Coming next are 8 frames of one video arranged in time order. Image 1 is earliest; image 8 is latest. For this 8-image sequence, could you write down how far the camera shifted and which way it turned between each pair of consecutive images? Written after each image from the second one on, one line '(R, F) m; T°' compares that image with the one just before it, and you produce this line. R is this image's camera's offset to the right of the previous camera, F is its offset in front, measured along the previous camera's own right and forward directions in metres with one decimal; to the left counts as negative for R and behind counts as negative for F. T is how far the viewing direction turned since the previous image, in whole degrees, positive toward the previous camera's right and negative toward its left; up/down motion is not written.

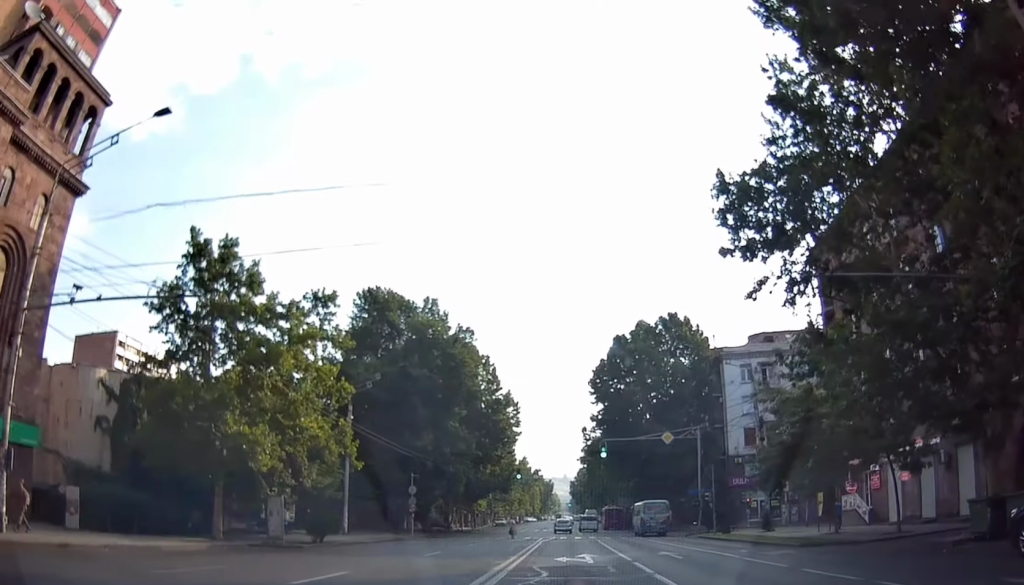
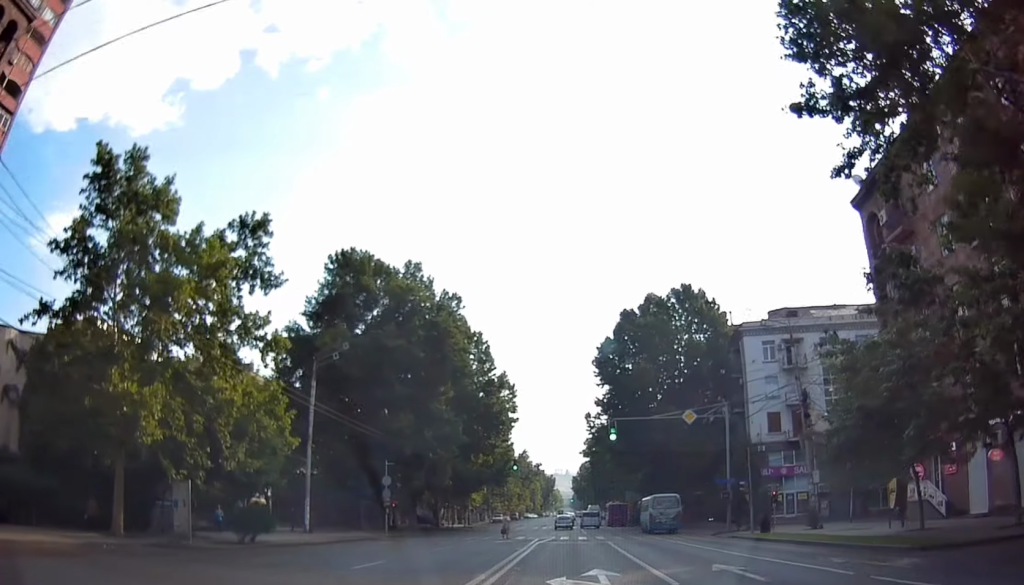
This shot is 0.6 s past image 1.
(+0.1, +8.7) m; -1°
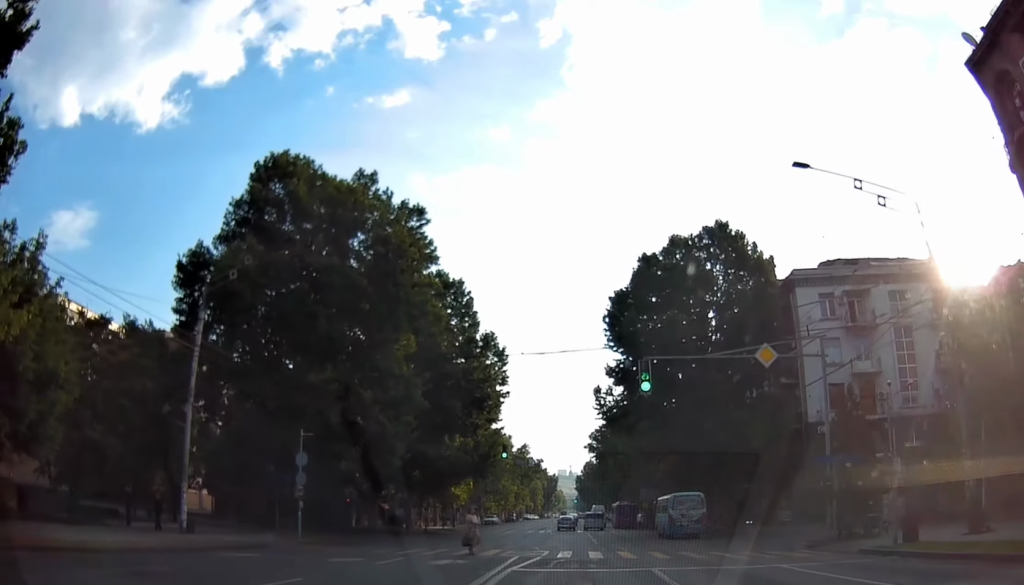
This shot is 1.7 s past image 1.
(-0.3, +16.1) m; 0°
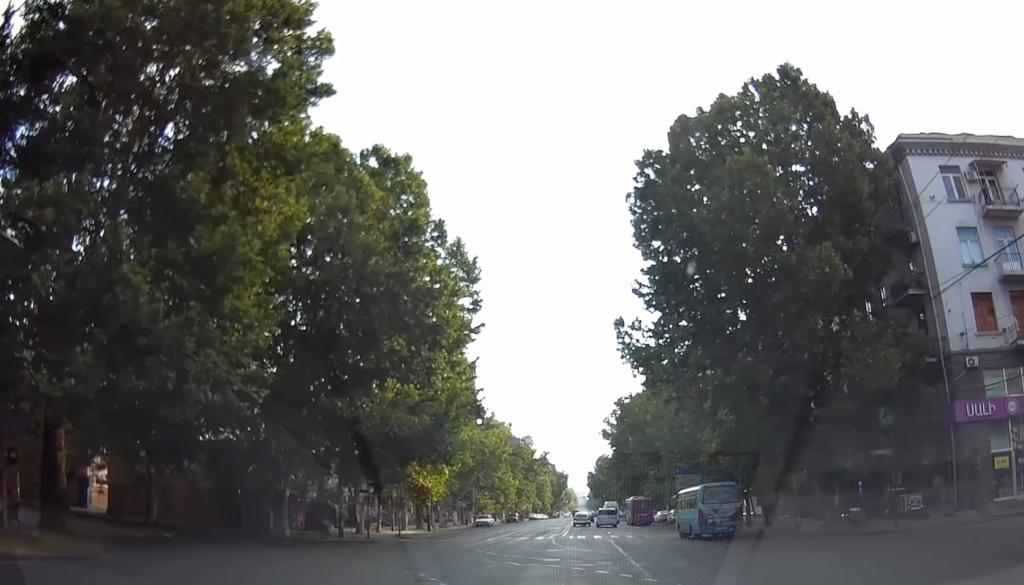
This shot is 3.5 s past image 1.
(-0.3, +20.6) m; -4°
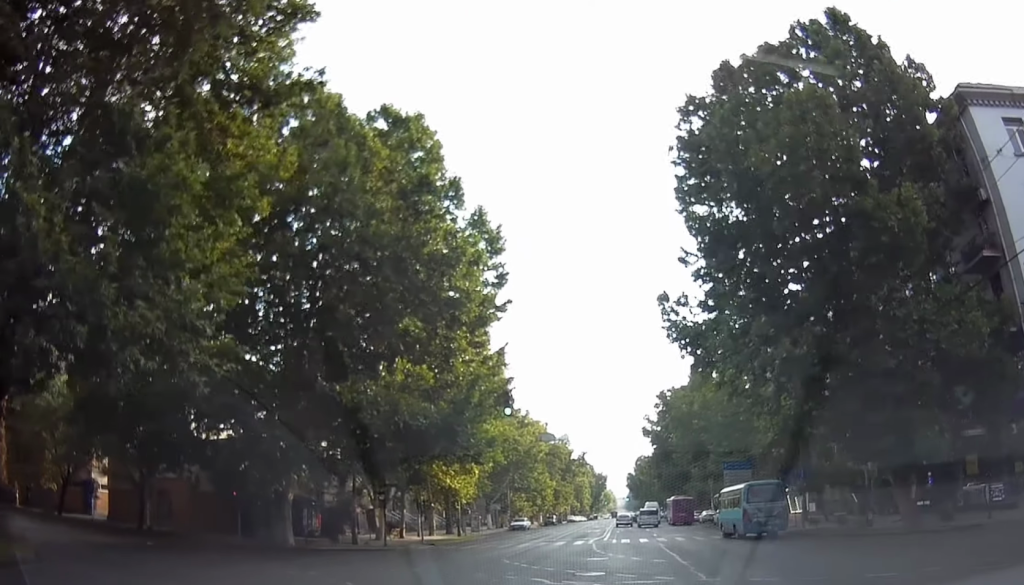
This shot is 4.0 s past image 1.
(-0.1, +4.8) m; -4°
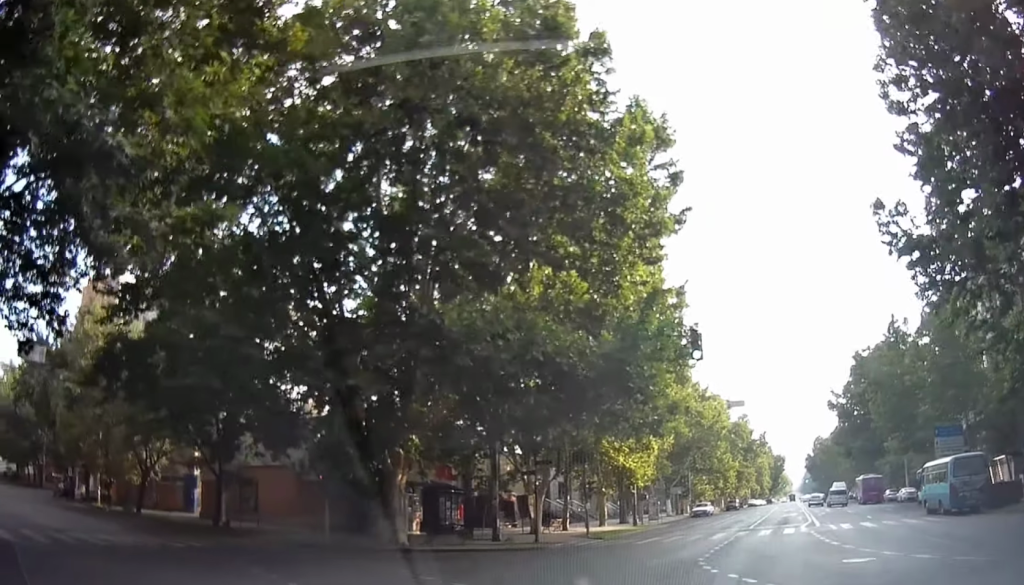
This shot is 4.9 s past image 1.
(-0.3, +8.7) m; -13°
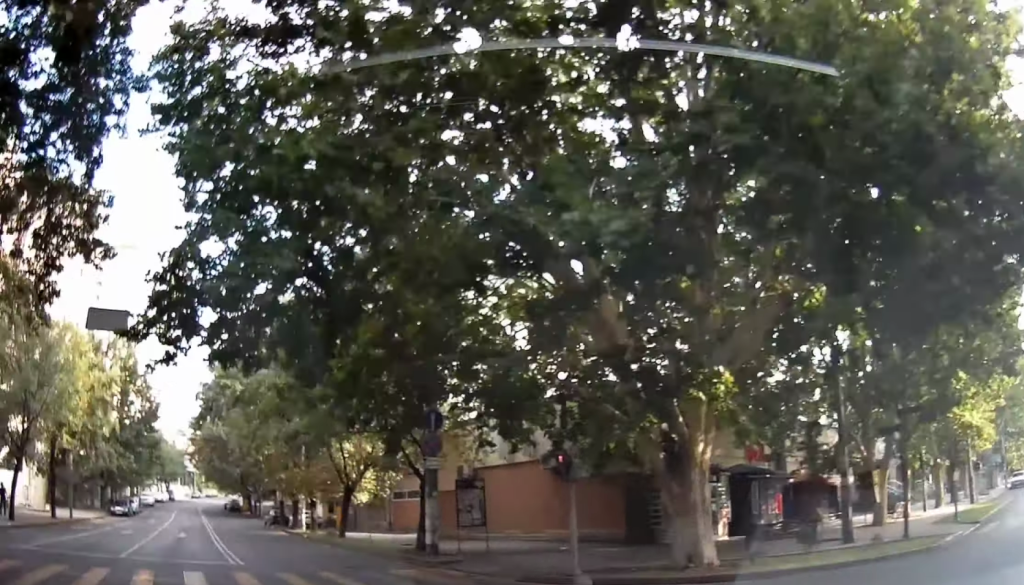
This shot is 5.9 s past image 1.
(-2.0, +9.6) m; -17°
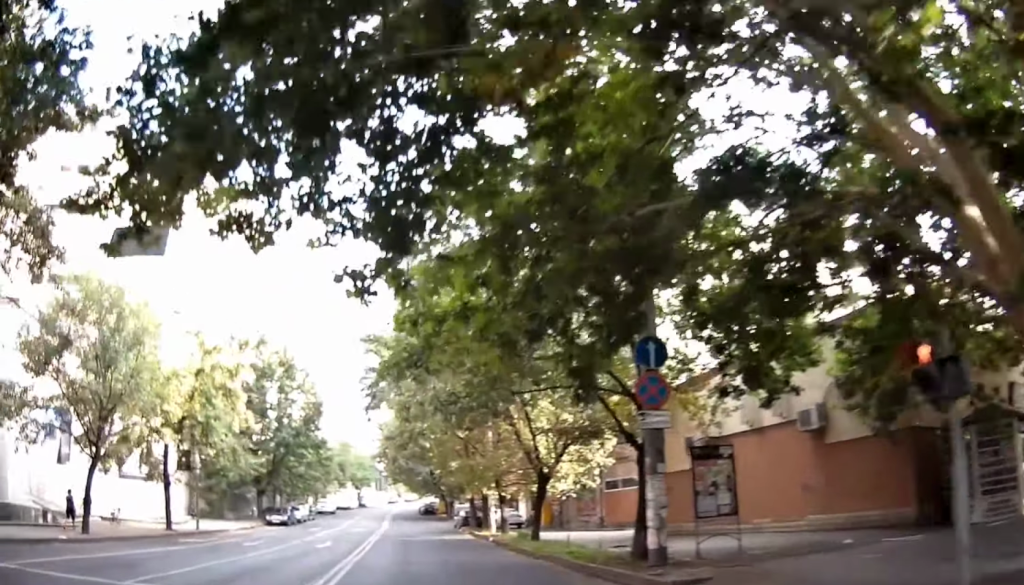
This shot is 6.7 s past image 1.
(-0.1, +7.0) m; -9°
